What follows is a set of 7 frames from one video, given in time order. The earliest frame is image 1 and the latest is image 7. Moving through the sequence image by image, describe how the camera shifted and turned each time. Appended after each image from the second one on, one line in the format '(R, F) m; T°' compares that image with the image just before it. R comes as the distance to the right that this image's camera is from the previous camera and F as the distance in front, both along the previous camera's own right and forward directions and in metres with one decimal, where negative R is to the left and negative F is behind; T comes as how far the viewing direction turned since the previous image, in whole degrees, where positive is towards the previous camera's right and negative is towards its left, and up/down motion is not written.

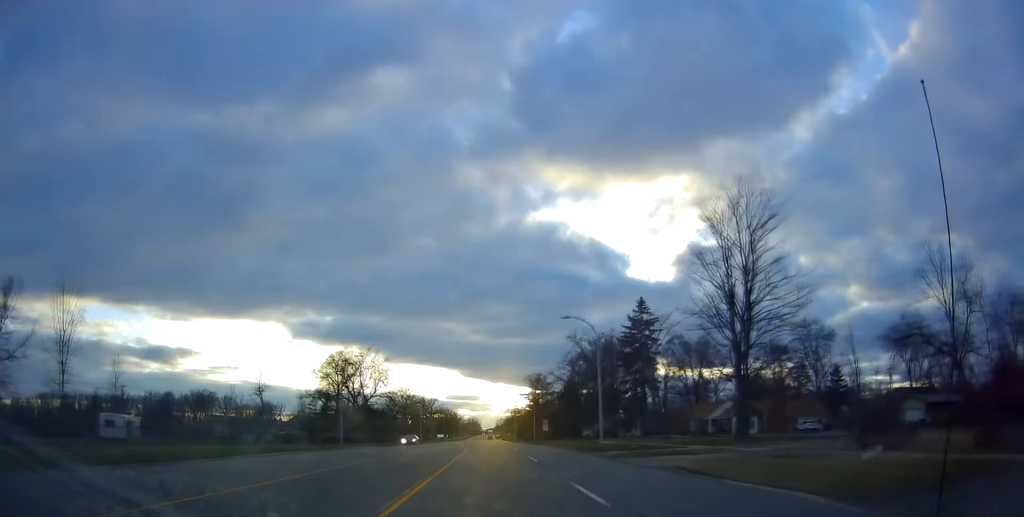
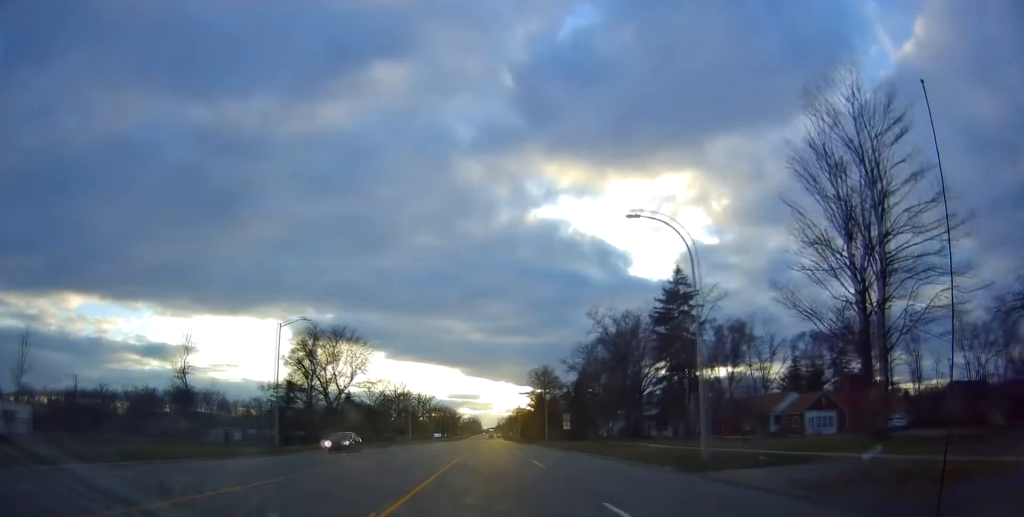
(-0.3, +19.7) m; -1°
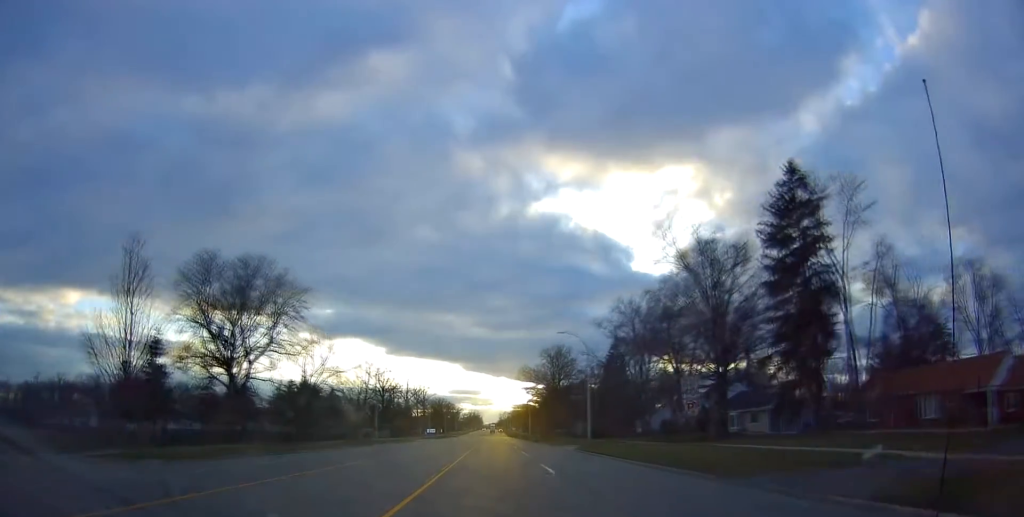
(0.0, +34.3) m; 0°
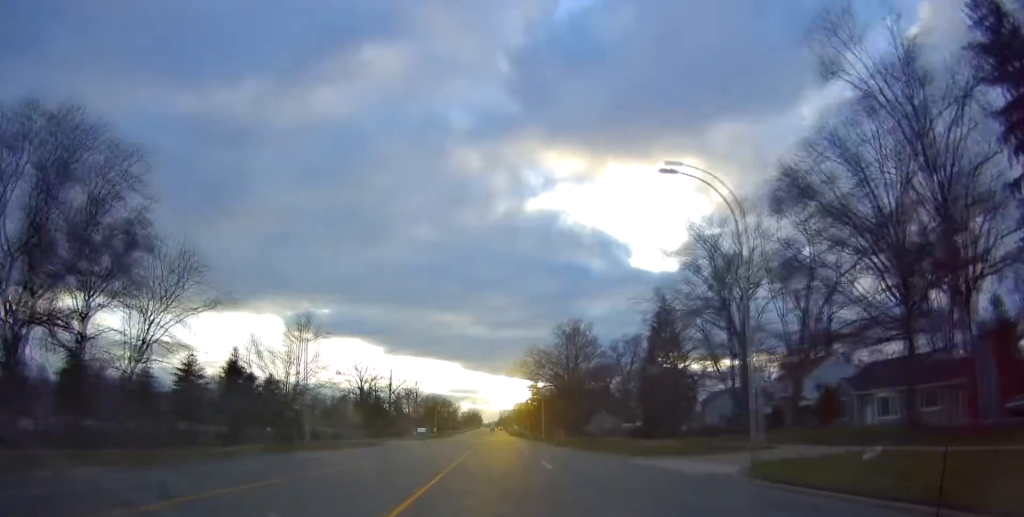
(0.0, +29.7) m; 0°
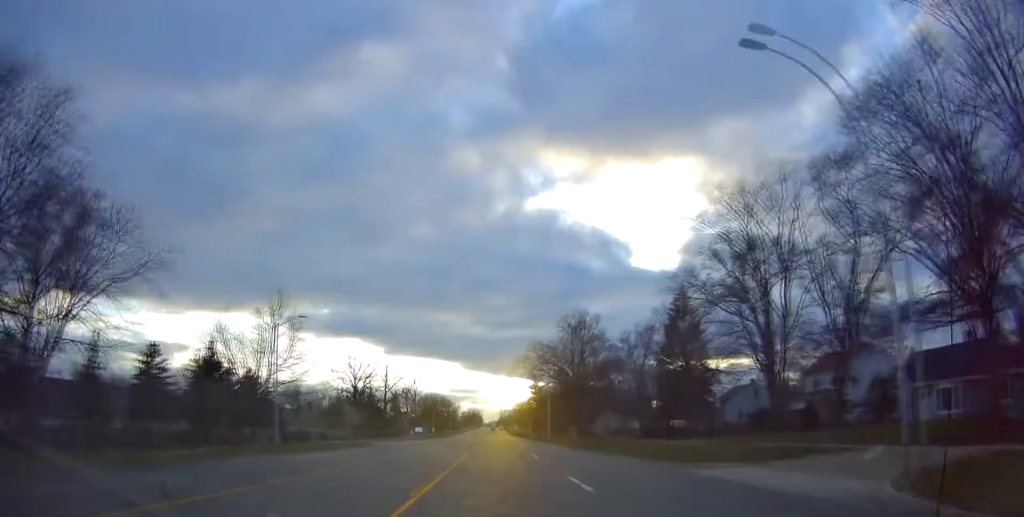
(0.0, +7.2) m; 0°
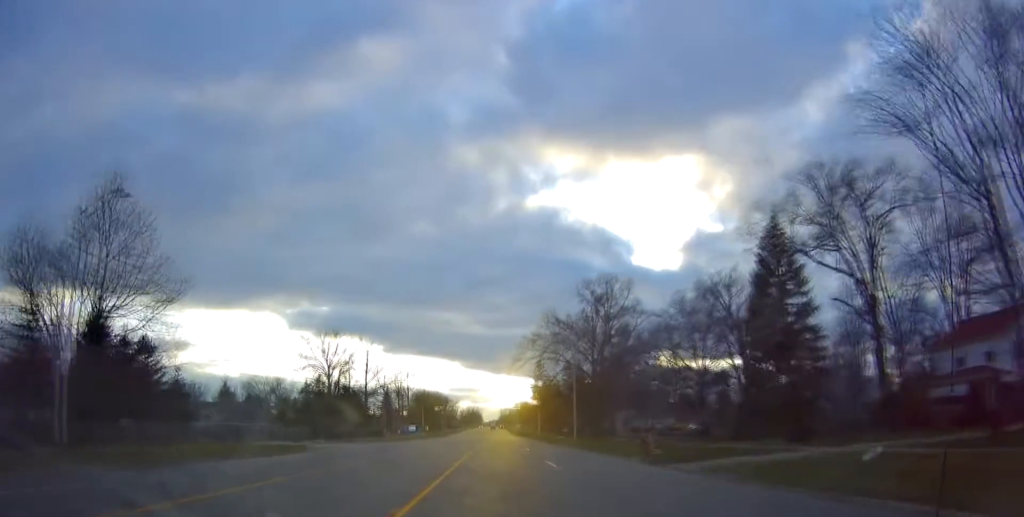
(0.0, +23.9) m; 0°
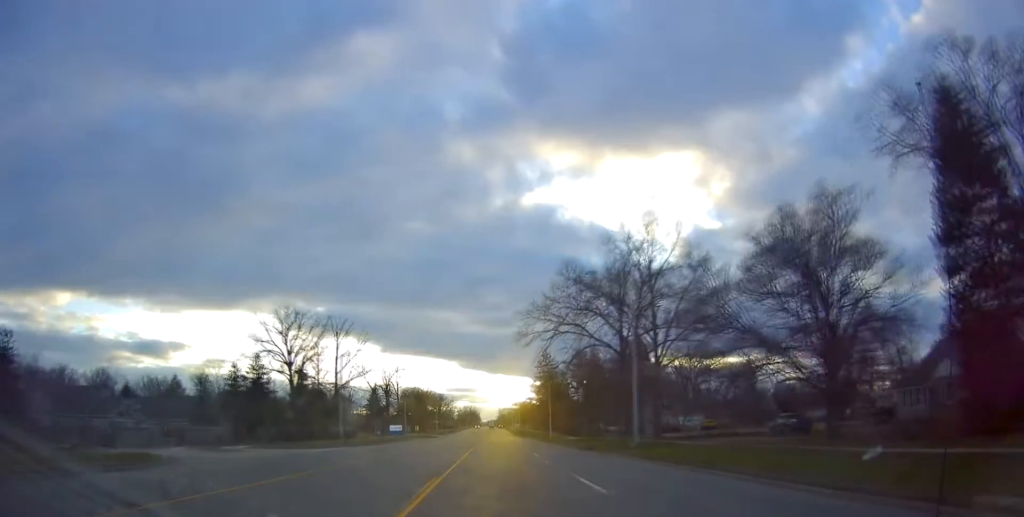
(-0.2, +23.0) m; -2°
